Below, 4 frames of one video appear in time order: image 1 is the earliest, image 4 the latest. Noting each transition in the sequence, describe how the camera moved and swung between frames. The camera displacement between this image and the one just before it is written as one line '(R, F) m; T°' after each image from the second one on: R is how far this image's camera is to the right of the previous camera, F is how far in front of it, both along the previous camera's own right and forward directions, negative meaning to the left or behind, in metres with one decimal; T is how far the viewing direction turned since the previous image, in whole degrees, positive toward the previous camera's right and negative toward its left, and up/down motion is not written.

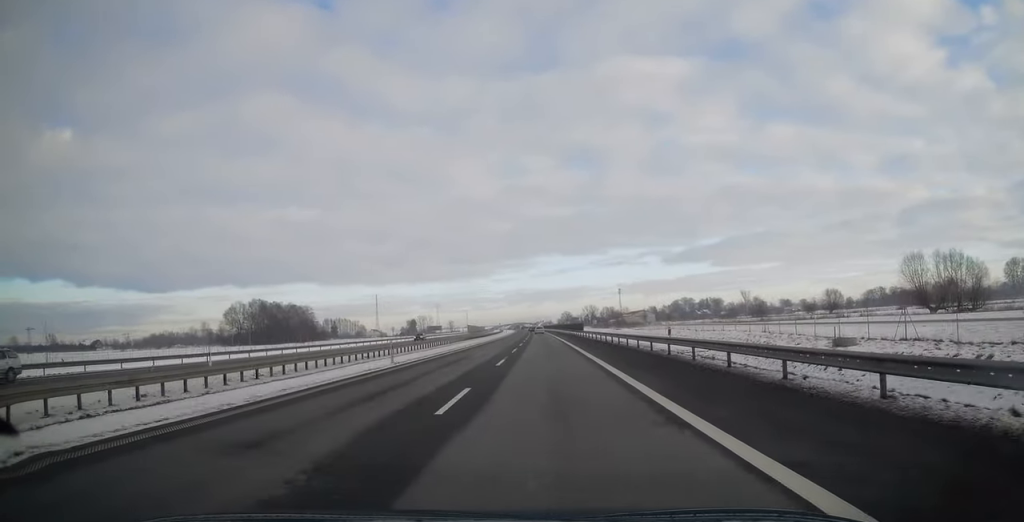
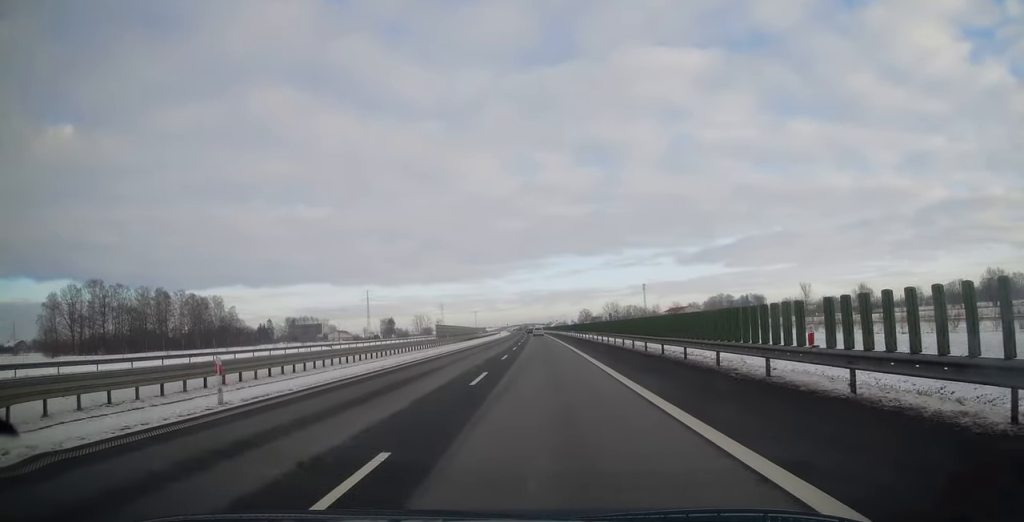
(-0.7, +114.6) m; -1°
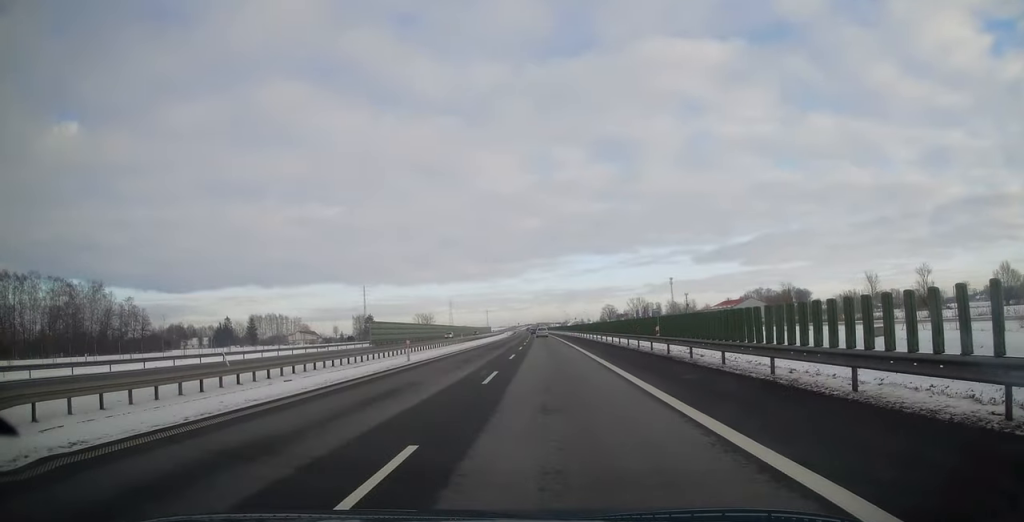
(-0.5, +82.7) m; -1°
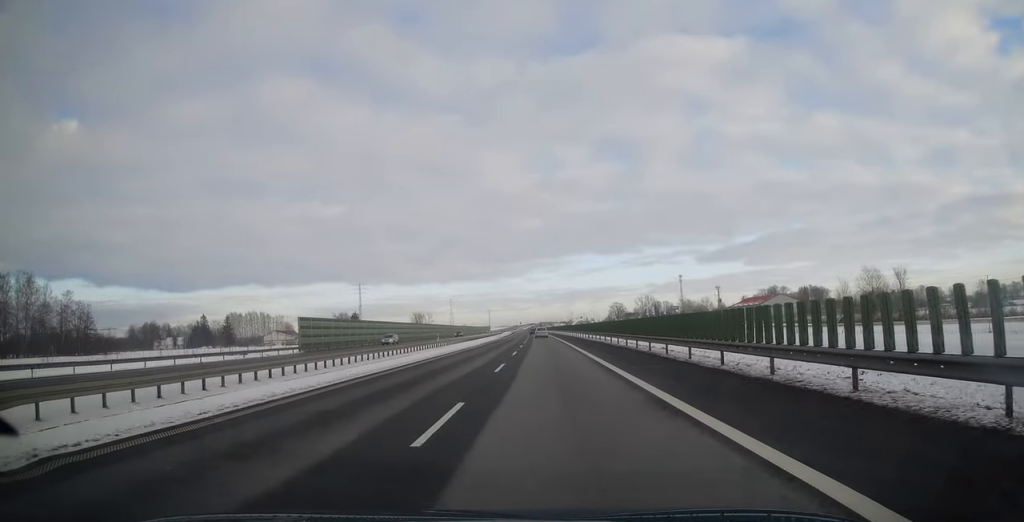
(-0.4, +31.8) m; -1°
